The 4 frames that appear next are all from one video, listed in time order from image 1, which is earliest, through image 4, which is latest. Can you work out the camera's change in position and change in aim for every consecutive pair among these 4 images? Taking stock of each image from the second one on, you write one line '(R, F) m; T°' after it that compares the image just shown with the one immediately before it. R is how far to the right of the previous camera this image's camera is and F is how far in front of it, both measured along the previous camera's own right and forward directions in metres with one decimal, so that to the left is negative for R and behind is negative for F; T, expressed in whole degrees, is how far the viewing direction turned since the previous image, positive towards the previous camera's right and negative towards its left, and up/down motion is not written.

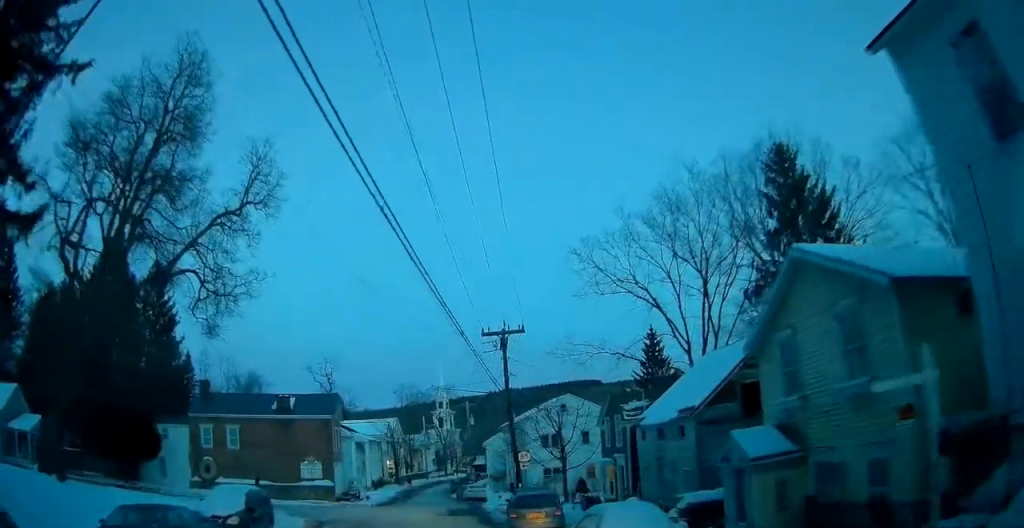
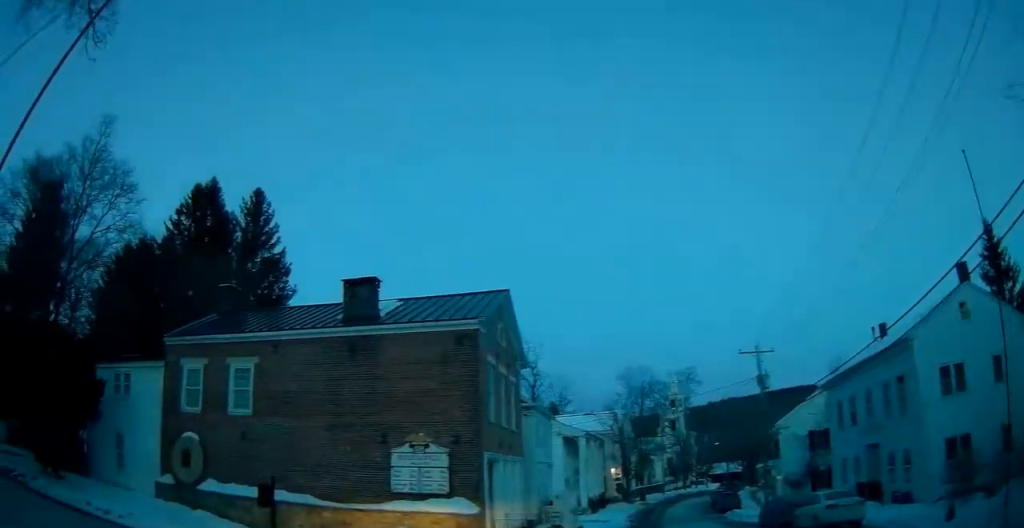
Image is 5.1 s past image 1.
(-1.3, +26.5) m; -37°
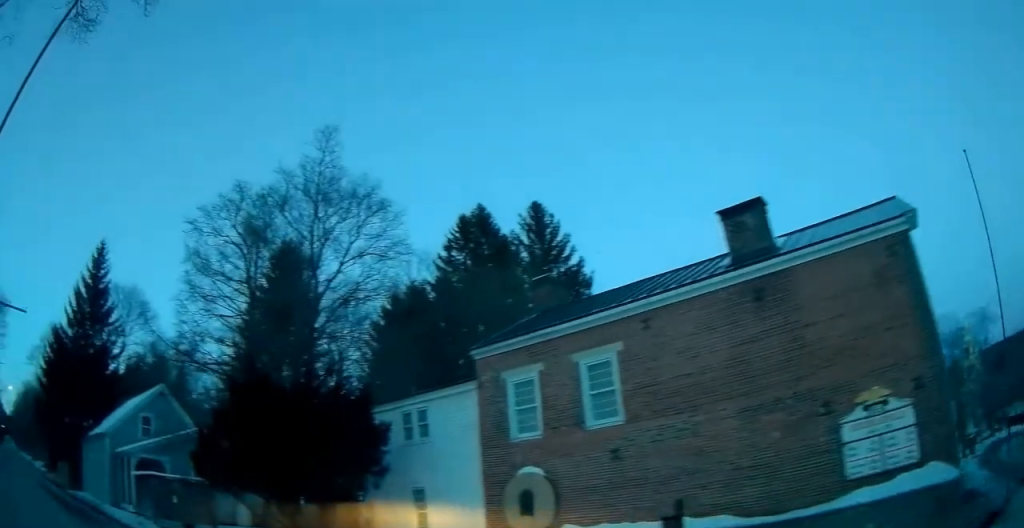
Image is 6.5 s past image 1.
(-1.2, +6.1) m; -26°
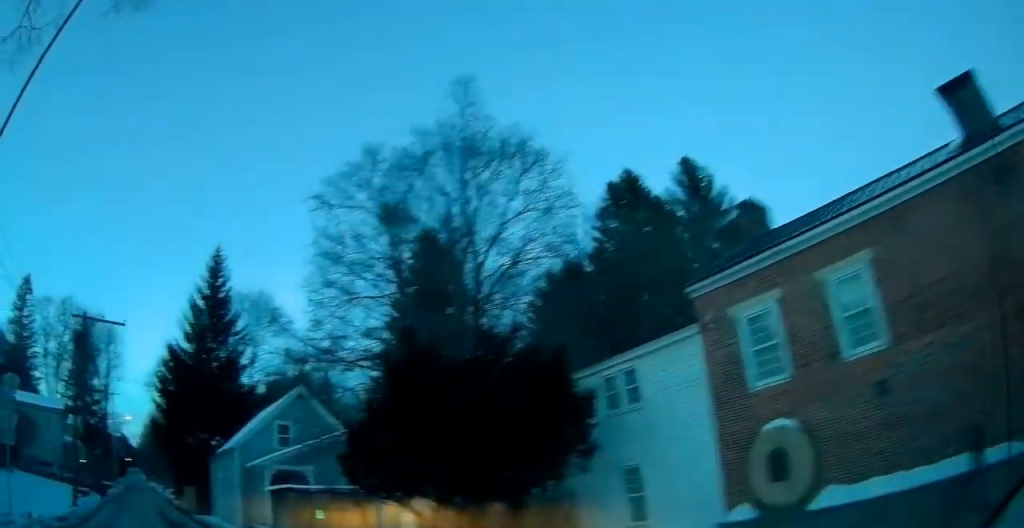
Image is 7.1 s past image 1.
(-0.6, +3.7) m; -14°
